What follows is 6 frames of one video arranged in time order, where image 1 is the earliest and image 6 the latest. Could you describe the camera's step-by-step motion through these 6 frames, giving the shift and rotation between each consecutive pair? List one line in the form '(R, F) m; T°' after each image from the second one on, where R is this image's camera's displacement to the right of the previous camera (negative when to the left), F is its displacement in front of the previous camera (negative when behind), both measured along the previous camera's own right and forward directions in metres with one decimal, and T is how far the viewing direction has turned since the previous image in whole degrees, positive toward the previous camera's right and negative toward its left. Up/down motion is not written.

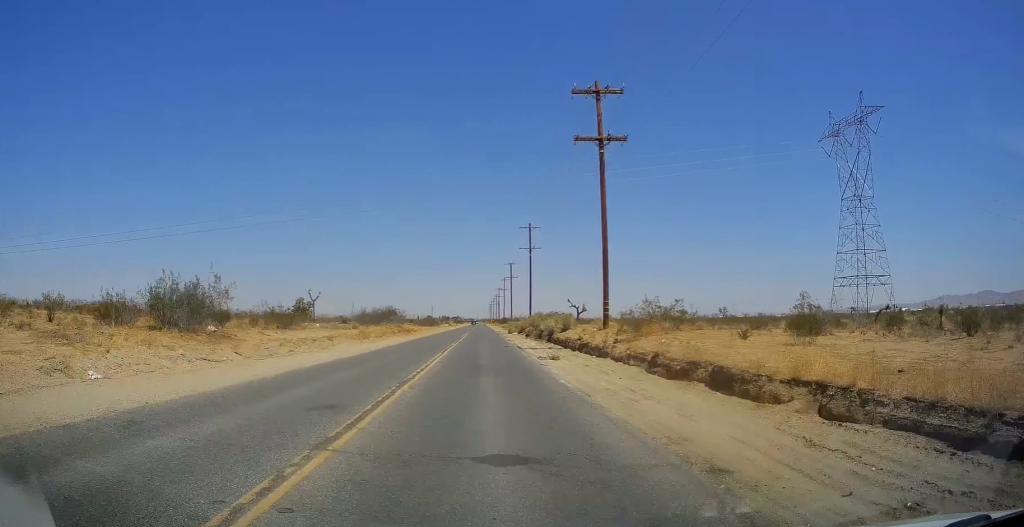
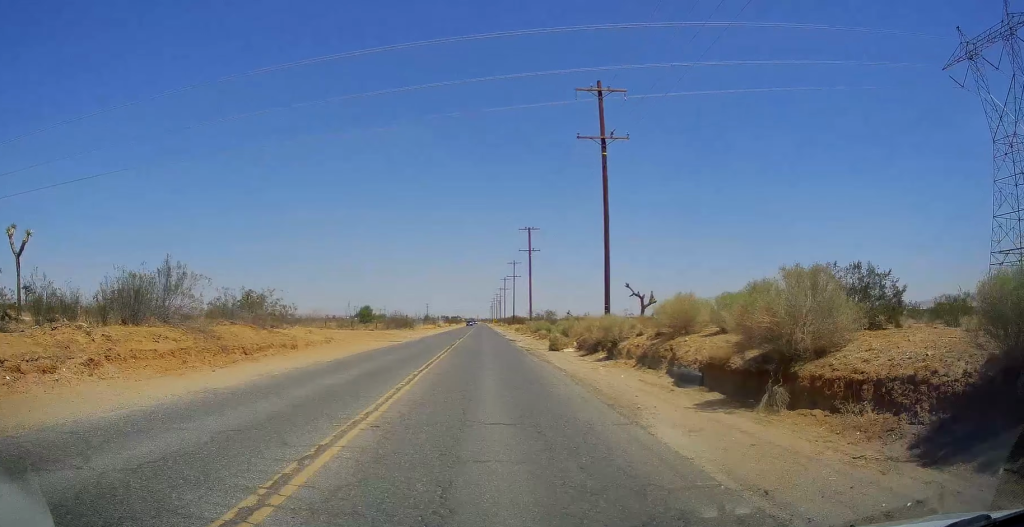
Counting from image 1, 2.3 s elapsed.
(0.0, +52.9) m; 0°
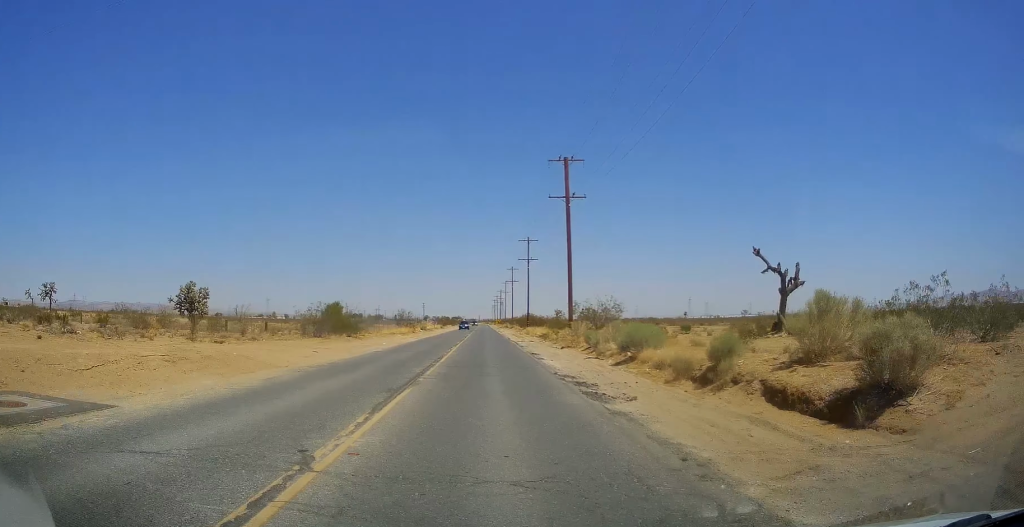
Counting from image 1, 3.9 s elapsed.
(0.0, +38.6) m; 0°
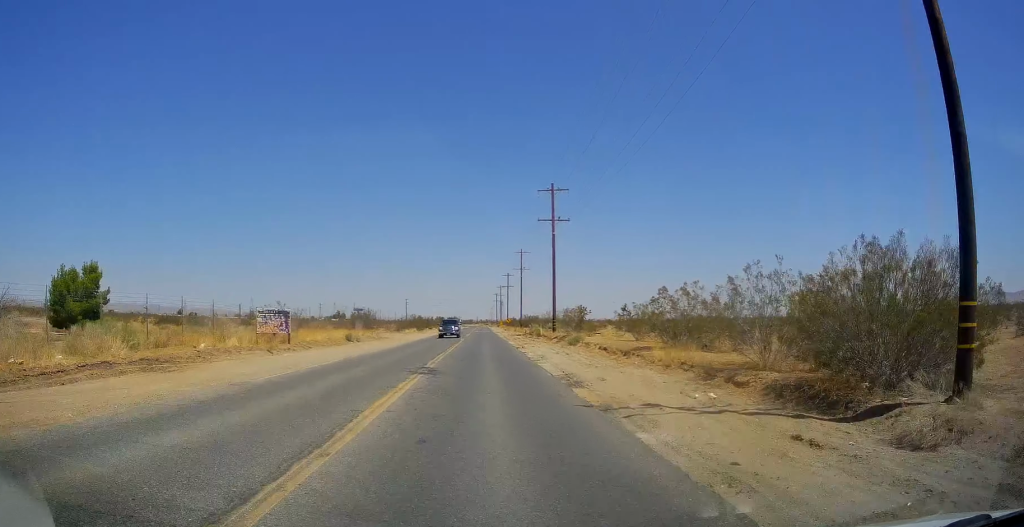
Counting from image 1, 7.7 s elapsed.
(0.0, +89.9) m; 0°
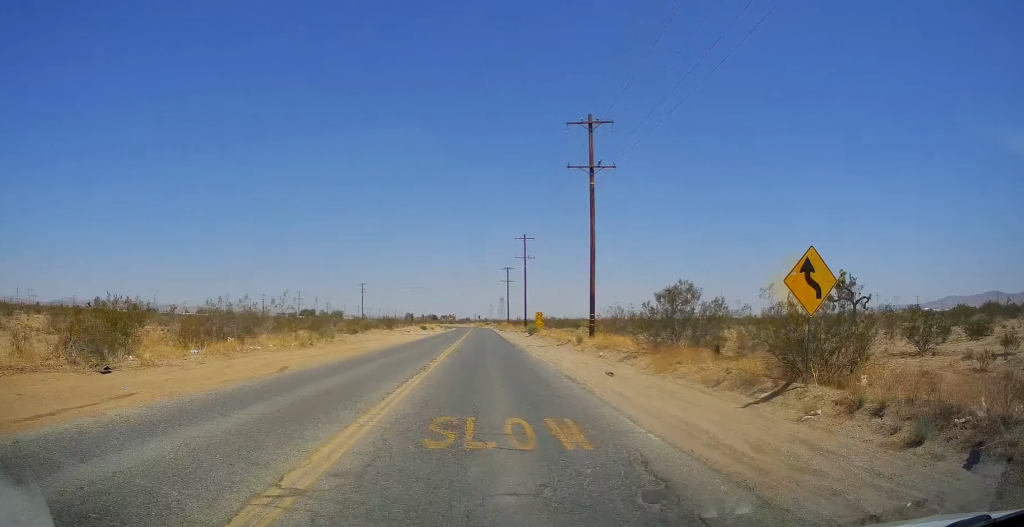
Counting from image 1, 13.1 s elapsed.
(-0.4, +124.7) m; 0°
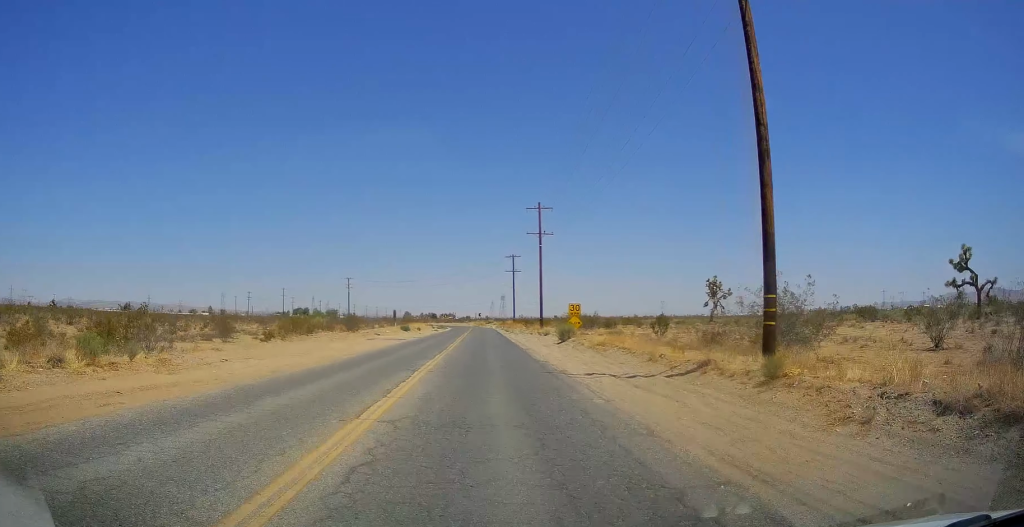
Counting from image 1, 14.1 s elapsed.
(+0.2, +23.4) m; 0°
